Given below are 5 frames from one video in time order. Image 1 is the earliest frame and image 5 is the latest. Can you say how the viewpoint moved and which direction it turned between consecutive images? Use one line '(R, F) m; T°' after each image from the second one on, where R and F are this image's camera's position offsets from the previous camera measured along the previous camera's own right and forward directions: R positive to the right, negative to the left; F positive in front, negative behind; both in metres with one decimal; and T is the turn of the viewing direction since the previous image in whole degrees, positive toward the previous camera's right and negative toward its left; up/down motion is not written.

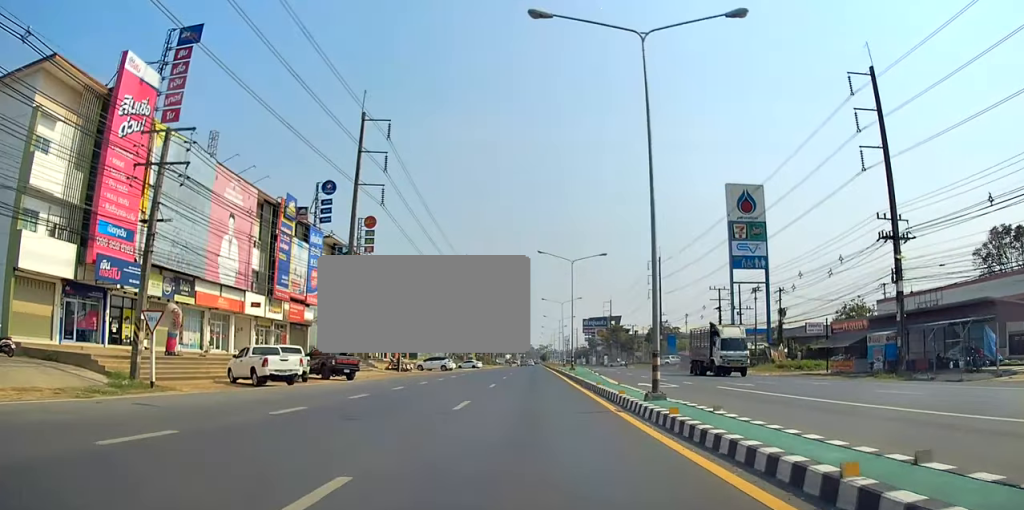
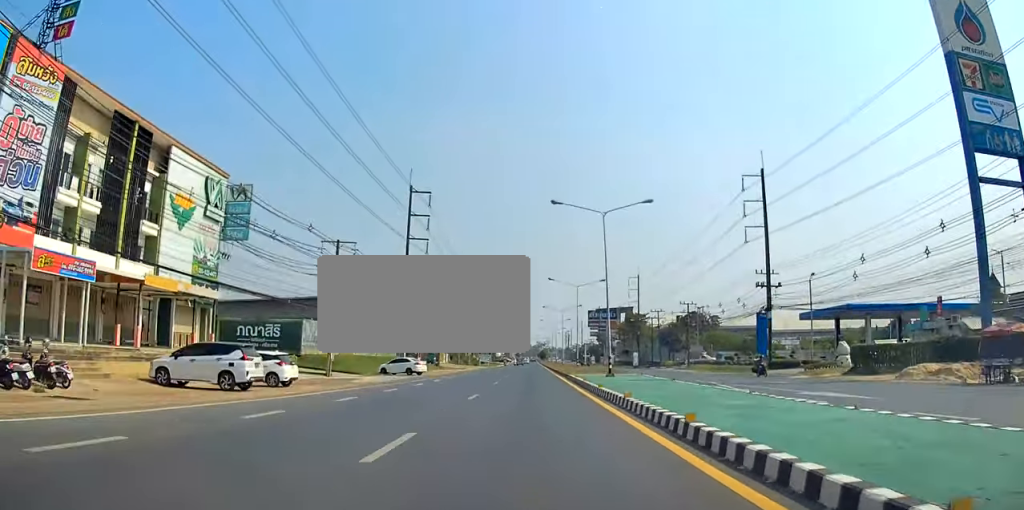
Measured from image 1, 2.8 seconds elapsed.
(-0.2, +55.2) m; 0°
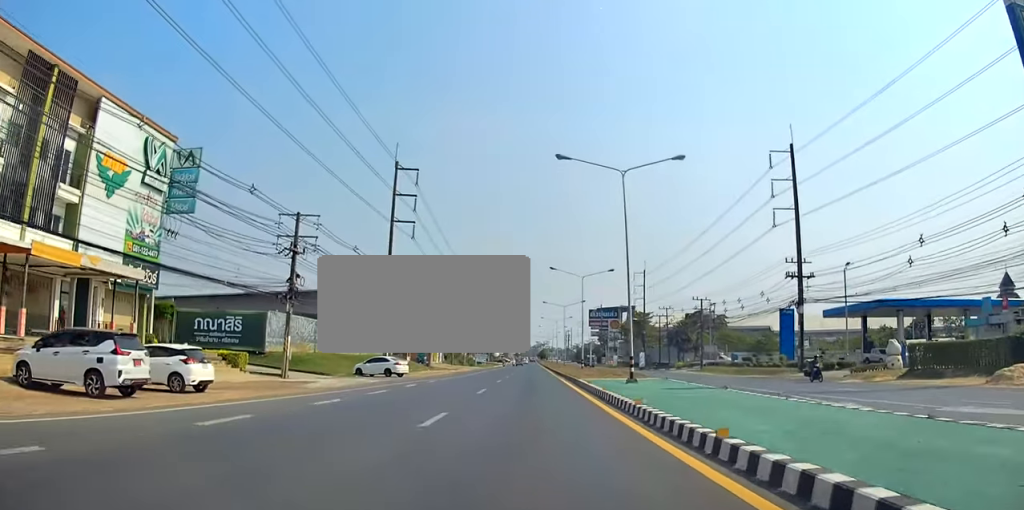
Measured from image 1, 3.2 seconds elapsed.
(0.0, +8.1) m; 0°
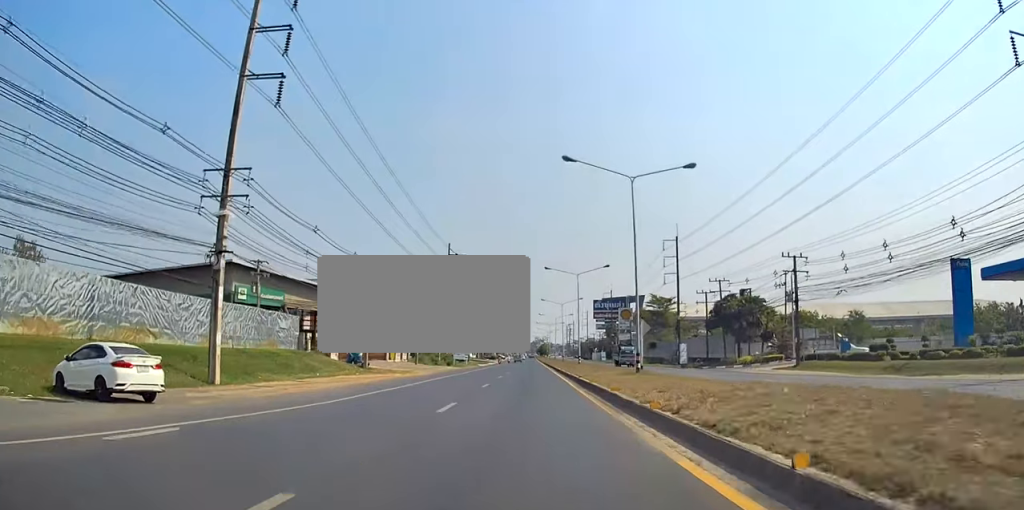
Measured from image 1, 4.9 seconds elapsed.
(+0.4, +31.5) m; +1°
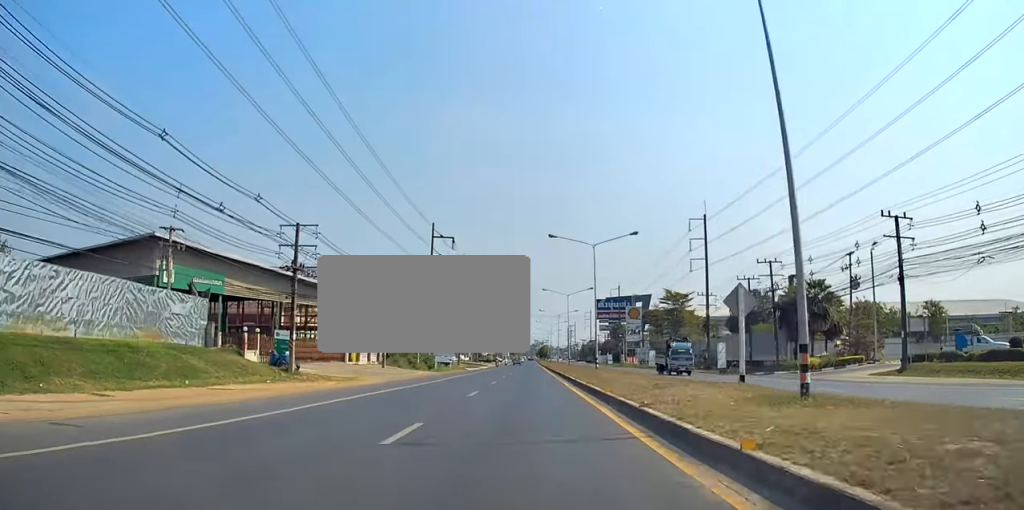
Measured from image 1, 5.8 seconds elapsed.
(-0.1, +17.4) m; 0°
